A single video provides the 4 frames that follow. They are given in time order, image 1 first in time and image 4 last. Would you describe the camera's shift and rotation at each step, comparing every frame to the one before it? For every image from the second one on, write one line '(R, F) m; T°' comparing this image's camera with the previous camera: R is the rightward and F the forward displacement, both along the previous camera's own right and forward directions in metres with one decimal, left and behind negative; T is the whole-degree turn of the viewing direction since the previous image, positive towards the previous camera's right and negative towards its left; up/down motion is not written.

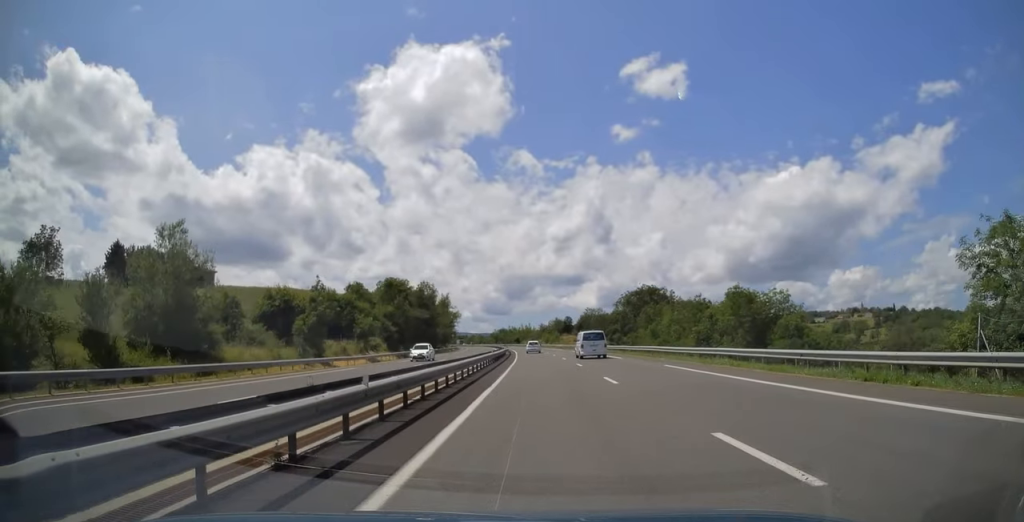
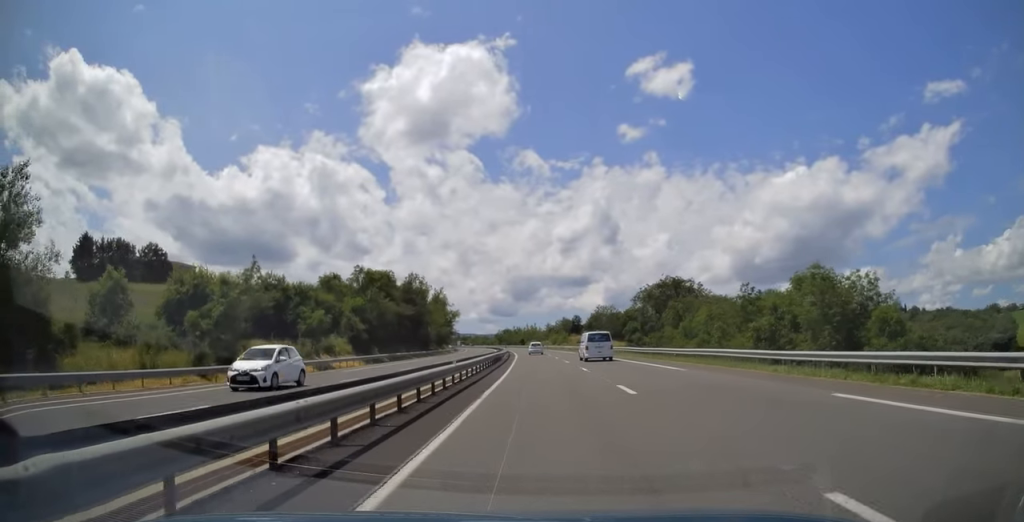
(-0.2, +16.3) m; 0°
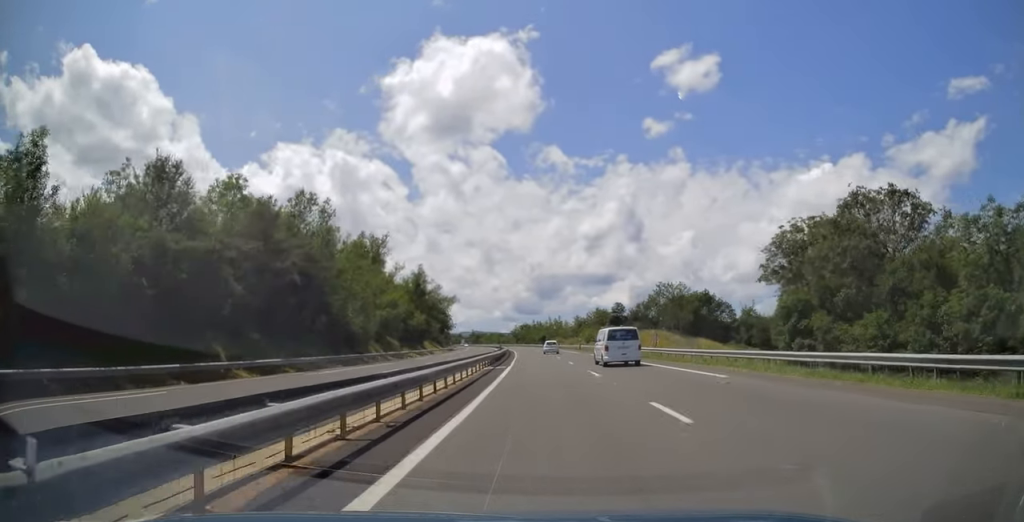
(-1.1, +57.4) m; -3°
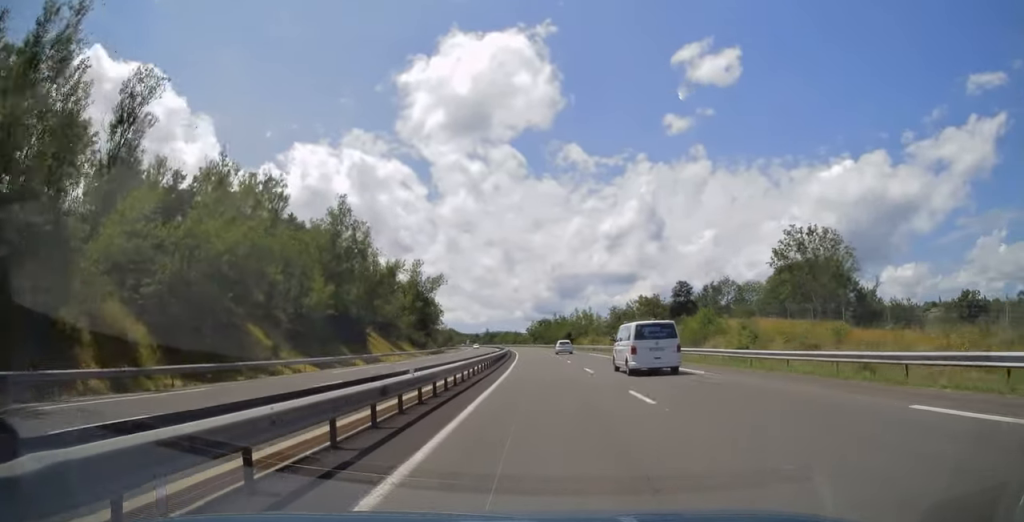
(-0.7, +49.0) m; -2°
